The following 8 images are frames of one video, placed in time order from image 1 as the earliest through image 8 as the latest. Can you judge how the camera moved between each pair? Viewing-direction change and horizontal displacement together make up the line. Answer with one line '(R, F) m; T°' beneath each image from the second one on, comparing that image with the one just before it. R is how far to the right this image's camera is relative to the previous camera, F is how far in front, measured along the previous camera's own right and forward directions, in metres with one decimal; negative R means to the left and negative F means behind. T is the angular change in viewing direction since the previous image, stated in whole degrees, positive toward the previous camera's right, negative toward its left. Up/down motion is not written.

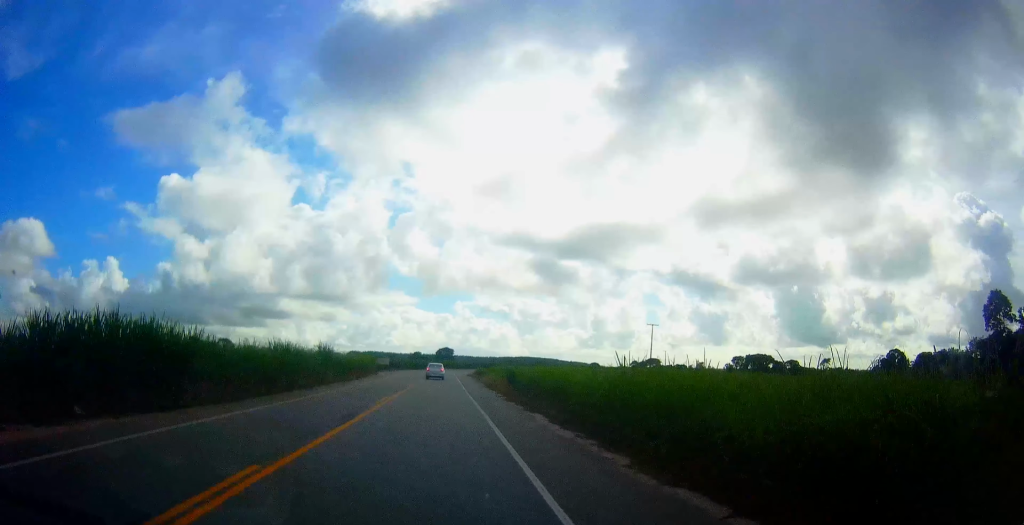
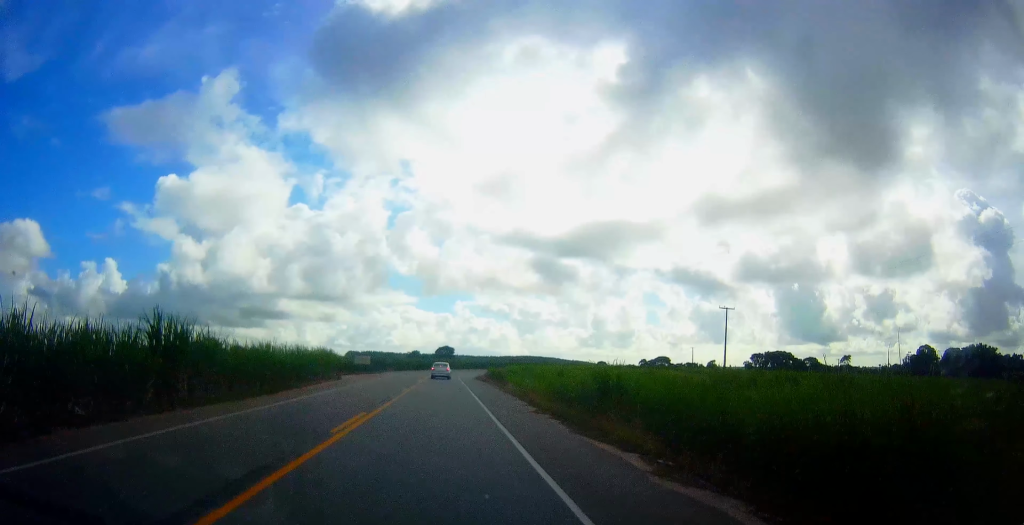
(-0.1, +25.8) m; 0°
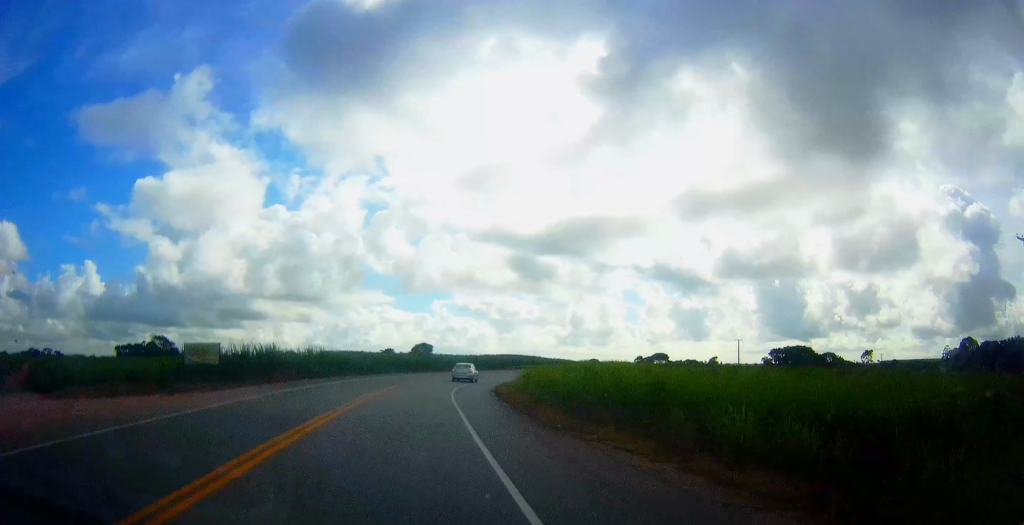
(+0.4, +47.4) m; 0°
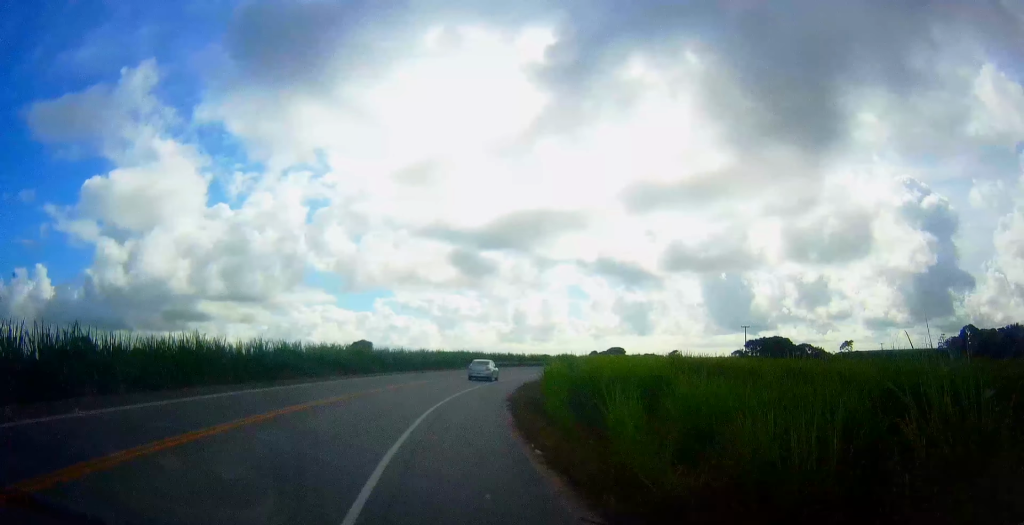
(0.0, +32.6) m; +1°
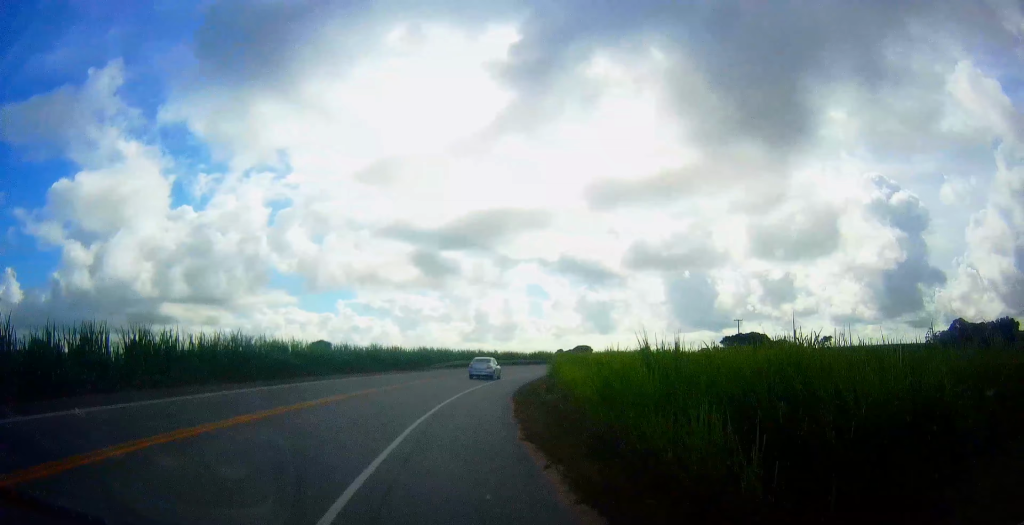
(+0.2, +13.5) m; +2°
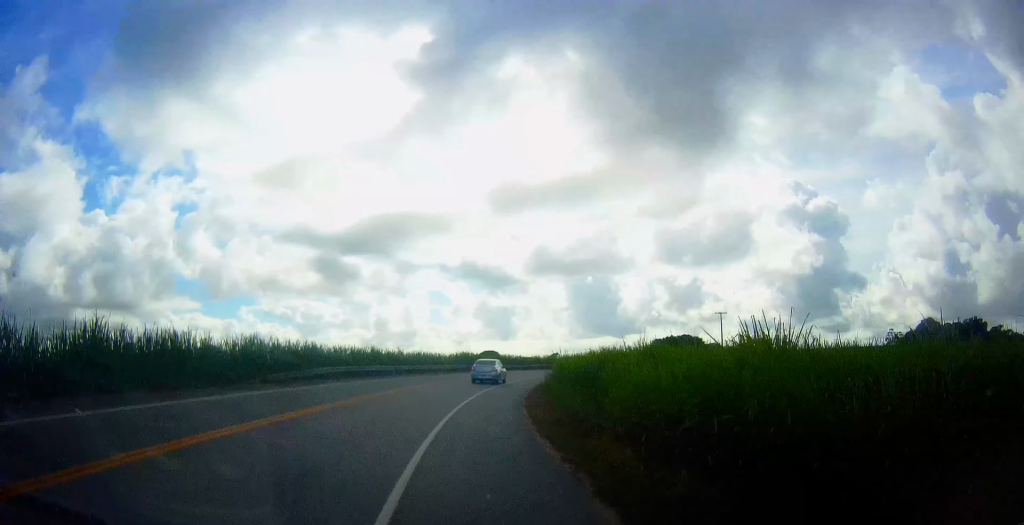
(+1.1, +31.3) m; +5°
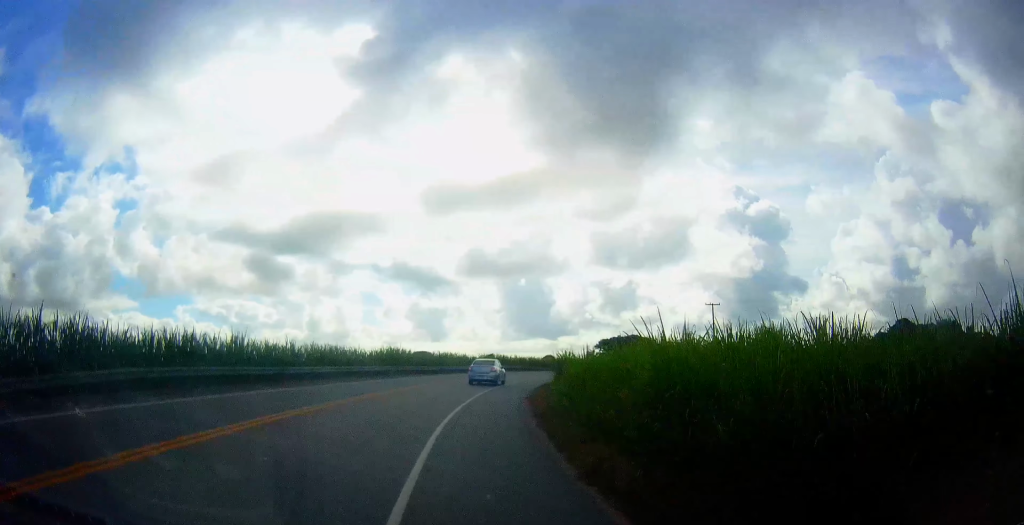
(+0.5, +18.9) m; +4°
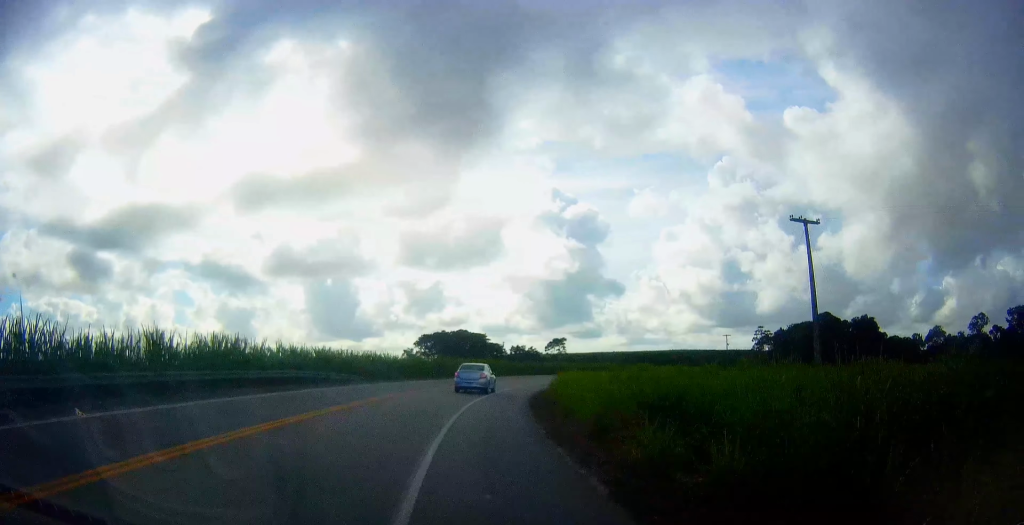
(+8.3, +51.3) m; +21°
